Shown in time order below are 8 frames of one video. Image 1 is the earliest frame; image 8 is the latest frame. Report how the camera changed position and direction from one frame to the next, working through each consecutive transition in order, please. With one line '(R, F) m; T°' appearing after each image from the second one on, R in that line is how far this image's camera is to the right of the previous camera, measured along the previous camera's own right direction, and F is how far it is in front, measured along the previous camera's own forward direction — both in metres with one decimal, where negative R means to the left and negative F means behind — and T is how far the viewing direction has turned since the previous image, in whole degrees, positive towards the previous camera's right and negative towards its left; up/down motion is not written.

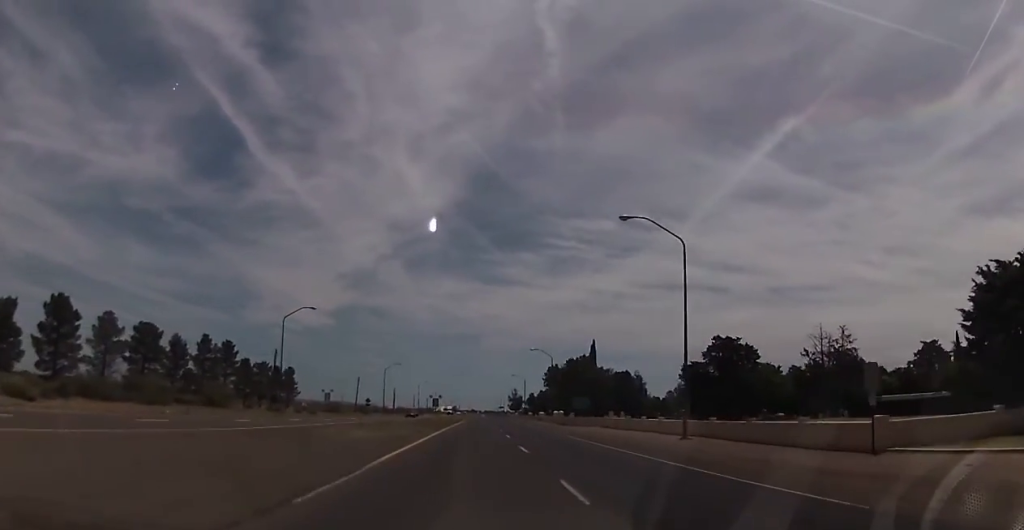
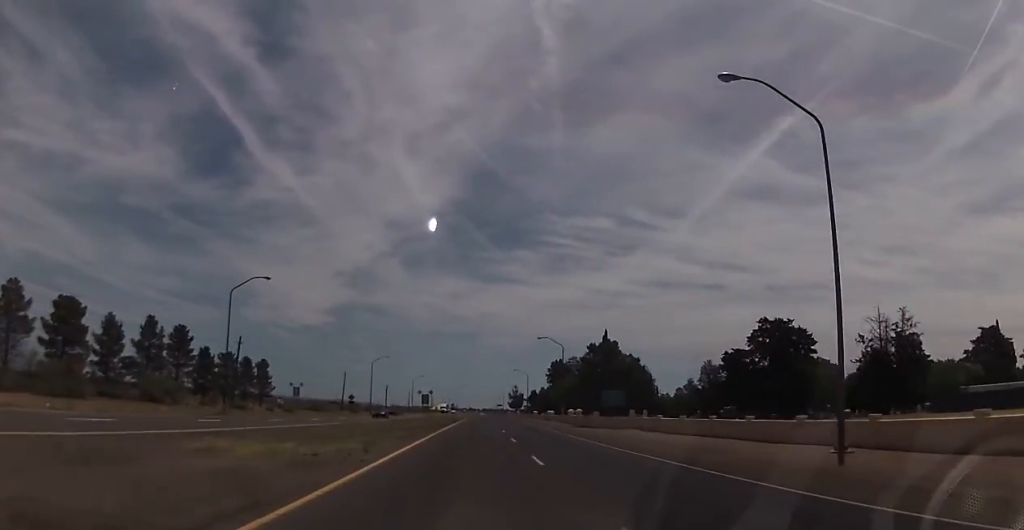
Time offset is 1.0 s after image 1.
(-0.2, +17.6) m; -1°
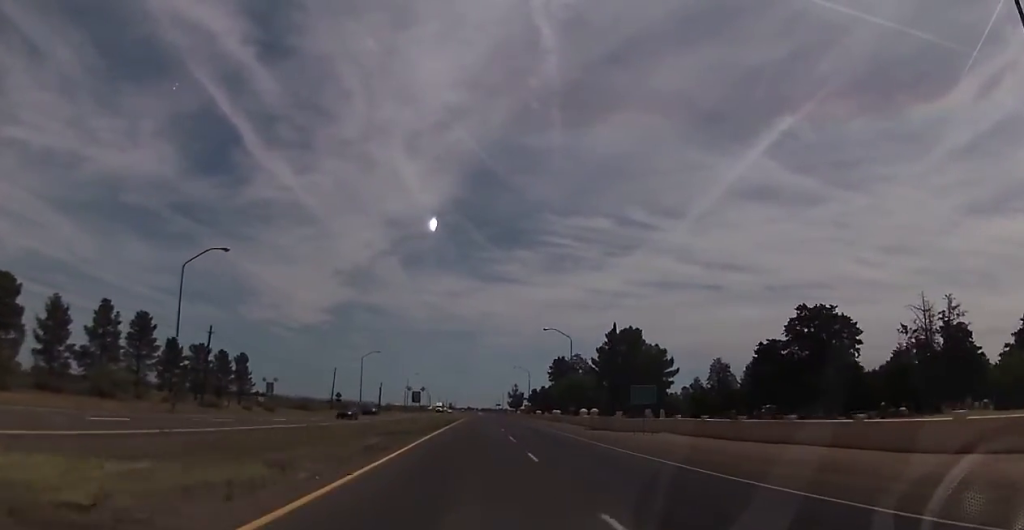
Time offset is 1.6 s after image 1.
(0.0, +10.9) m; 0°
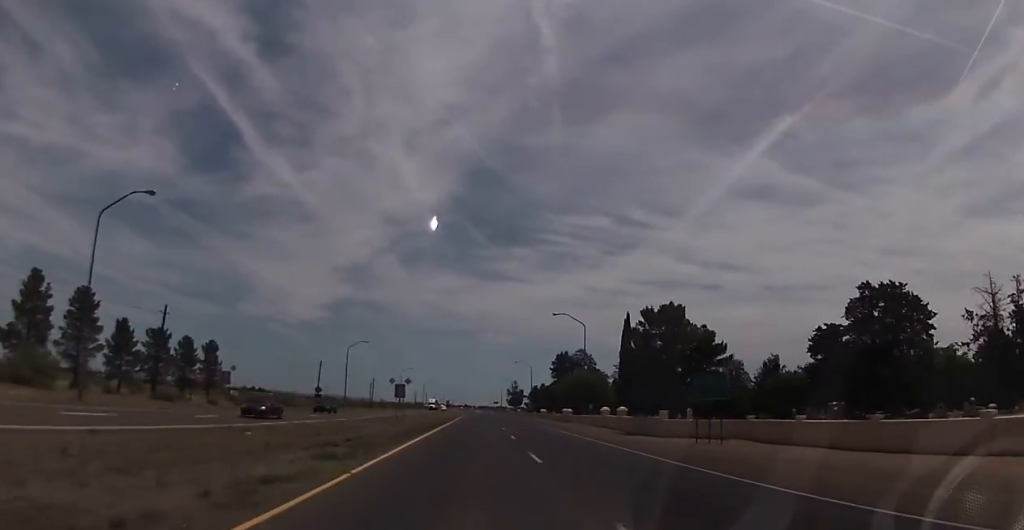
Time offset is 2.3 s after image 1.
(+0.1, +13.4) m; +1°
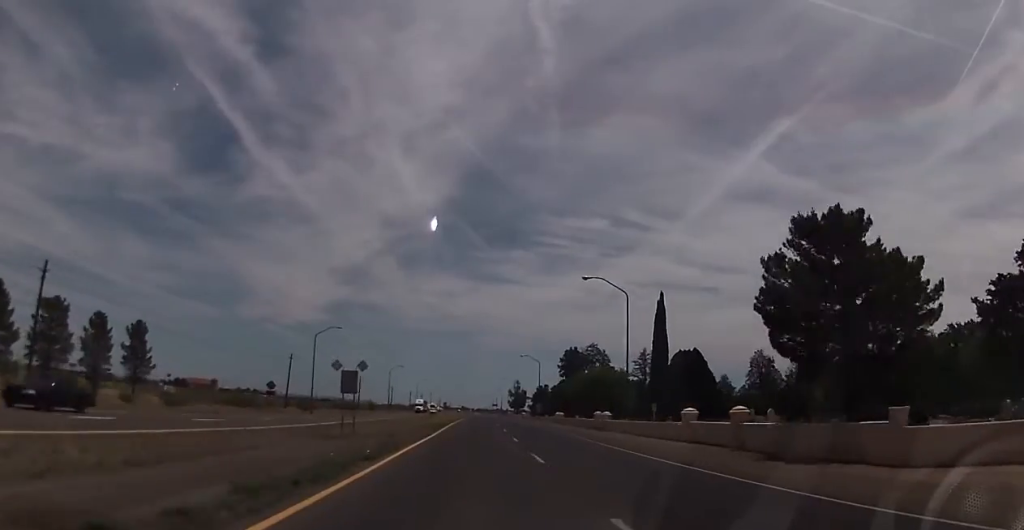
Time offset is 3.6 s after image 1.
(+0.2, +23.8) m; 0°
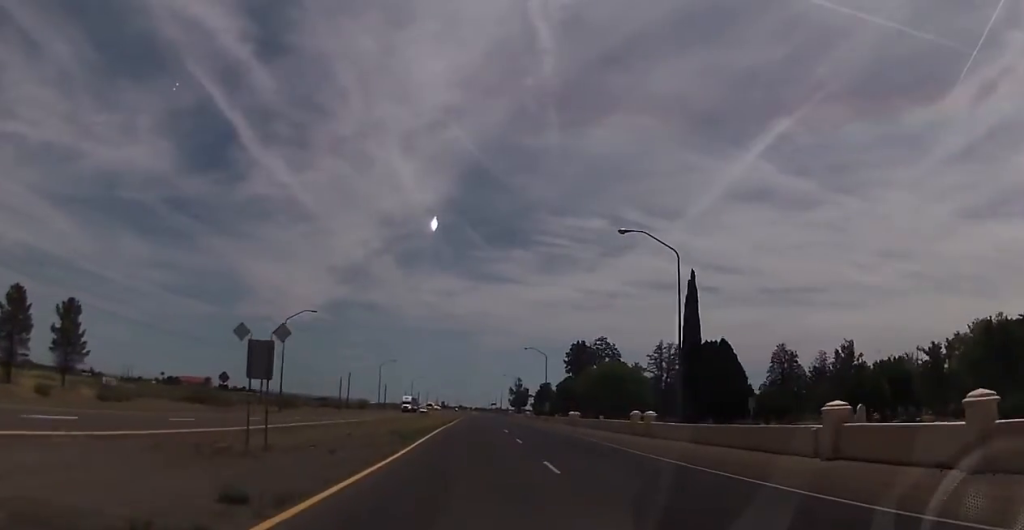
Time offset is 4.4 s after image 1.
(0.0, +15.3) m; 0°
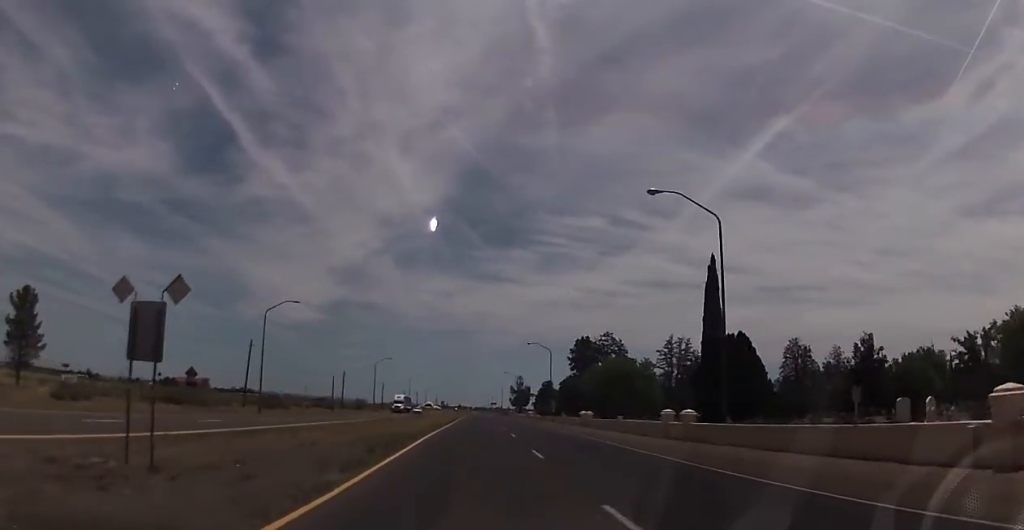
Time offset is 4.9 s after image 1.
(0.0, +7.9) m; 0°
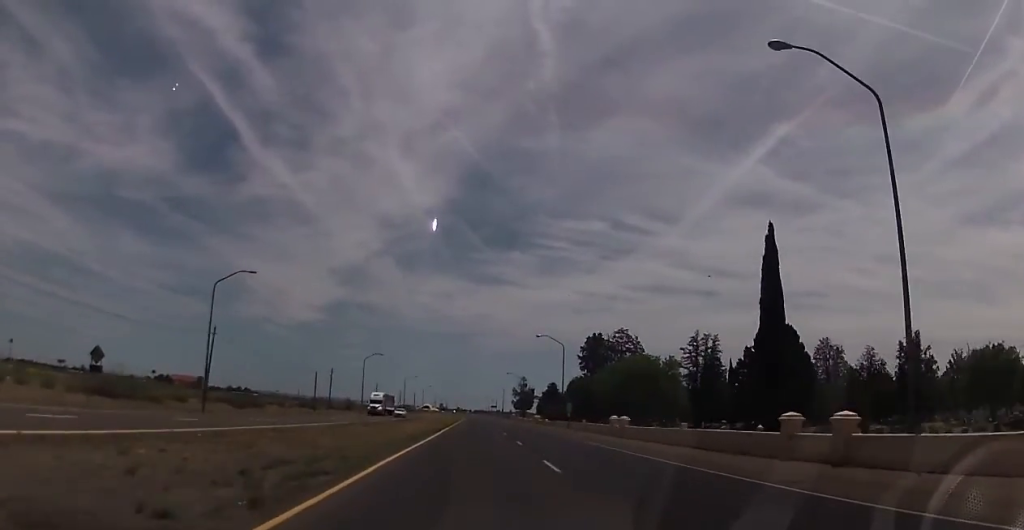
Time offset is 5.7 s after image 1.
(0.0, +15.9) m; 0°
